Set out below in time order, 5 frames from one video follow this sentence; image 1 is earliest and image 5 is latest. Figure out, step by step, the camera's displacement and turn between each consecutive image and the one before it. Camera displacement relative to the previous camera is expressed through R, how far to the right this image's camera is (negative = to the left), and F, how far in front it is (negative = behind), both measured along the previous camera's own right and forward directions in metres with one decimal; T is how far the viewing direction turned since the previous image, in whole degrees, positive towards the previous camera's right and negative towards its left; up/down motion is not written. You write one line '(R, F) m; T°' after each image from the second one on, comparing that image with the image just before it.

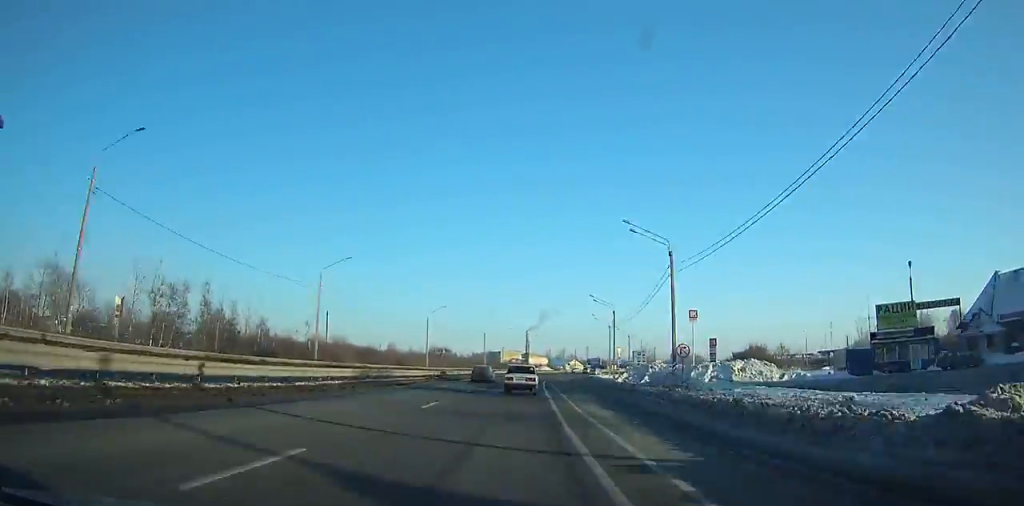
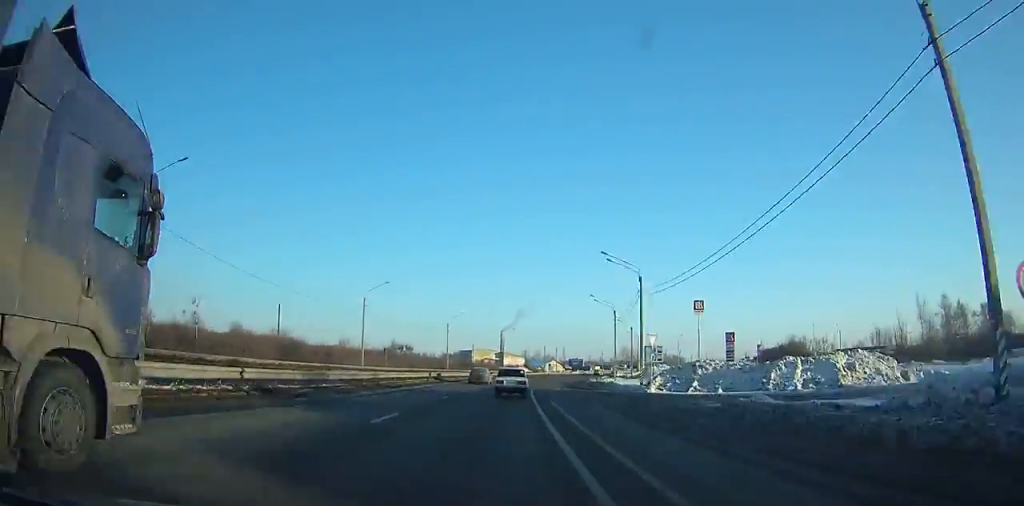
(+1.1, +28.6) m; +3°
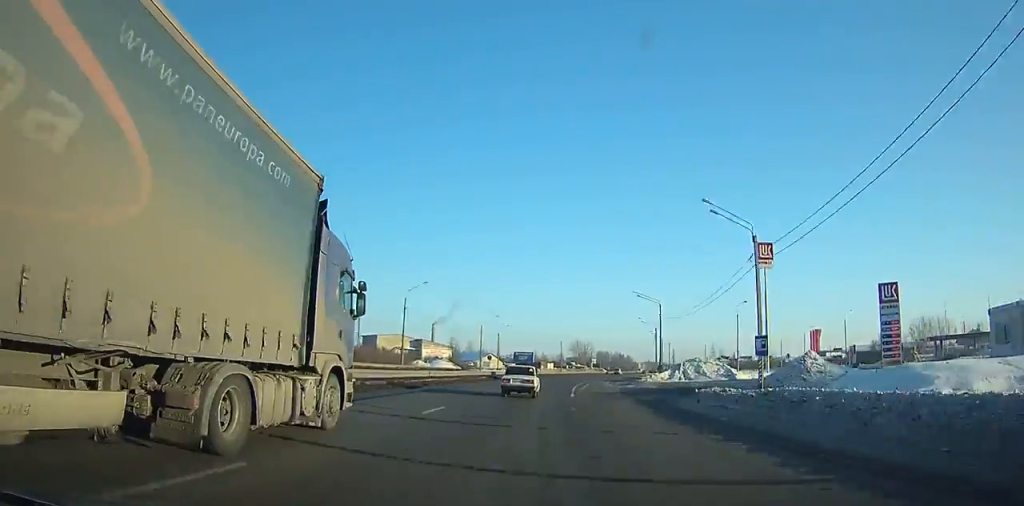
(+3.7, +70.2) m; +8°
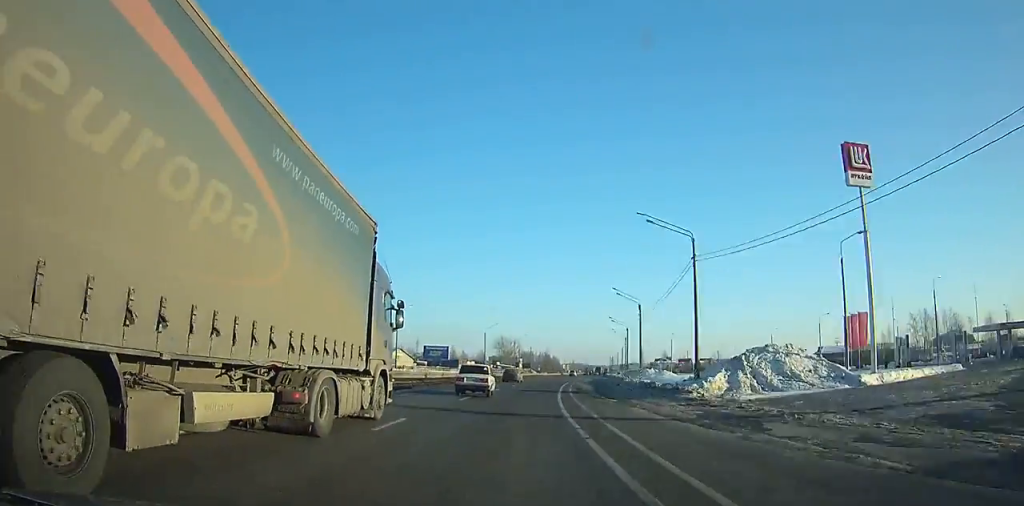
(+2.7, +40.4) m; +5°
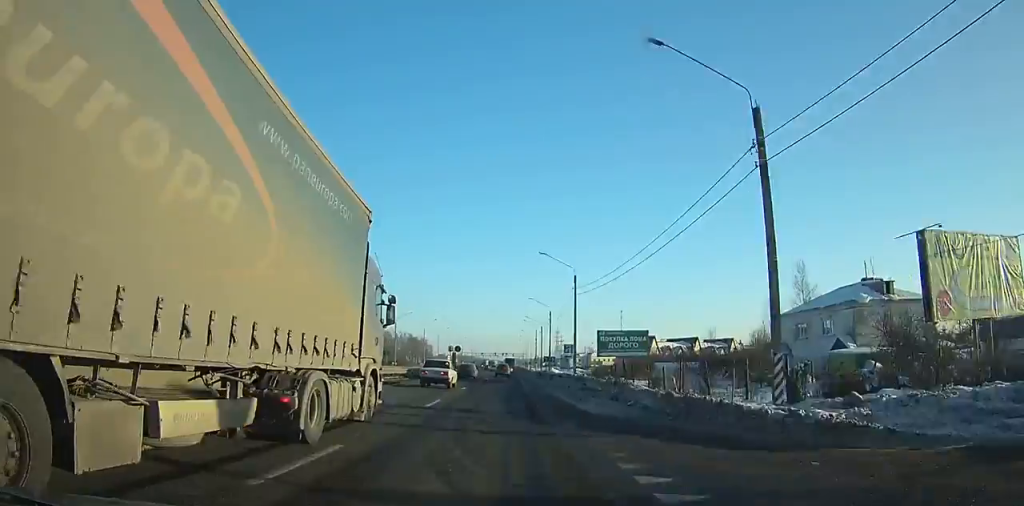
(+29.0, +231.0) m; +9°
